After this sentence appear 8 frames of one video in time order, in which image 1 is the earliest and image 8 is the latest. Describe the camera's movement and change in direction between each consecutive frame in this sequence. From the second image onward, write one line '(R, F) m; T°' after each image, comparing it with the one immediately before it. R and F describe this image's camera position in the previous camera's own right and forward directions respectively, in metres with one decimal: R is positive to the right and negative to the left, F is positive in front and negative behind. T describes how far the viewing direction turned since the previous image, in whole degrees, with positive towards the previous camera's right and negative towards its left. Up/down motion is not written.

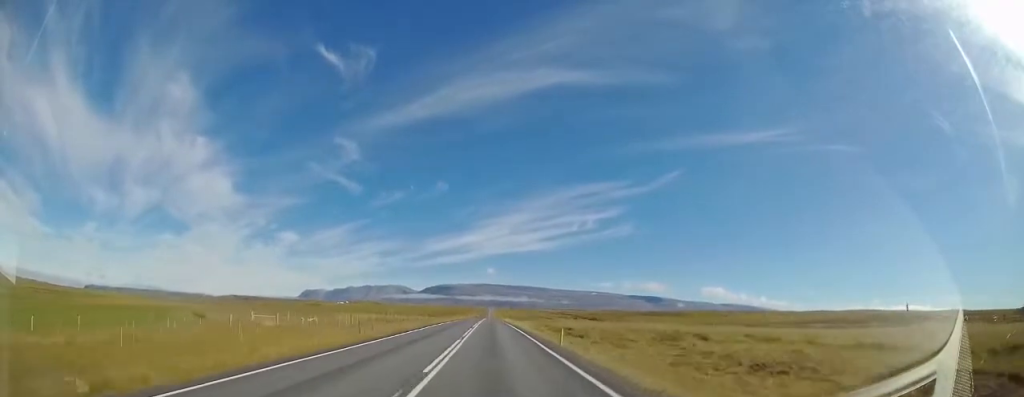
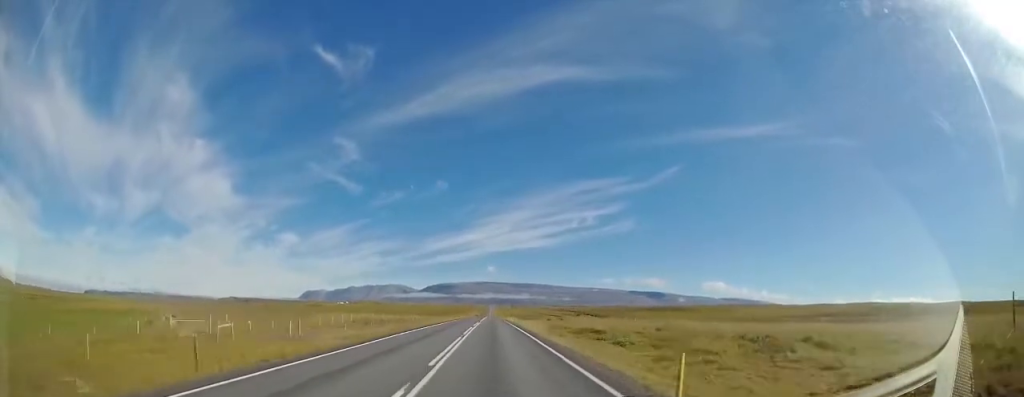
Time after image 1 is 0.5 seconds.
(+0.1, +11.5) m; 0°
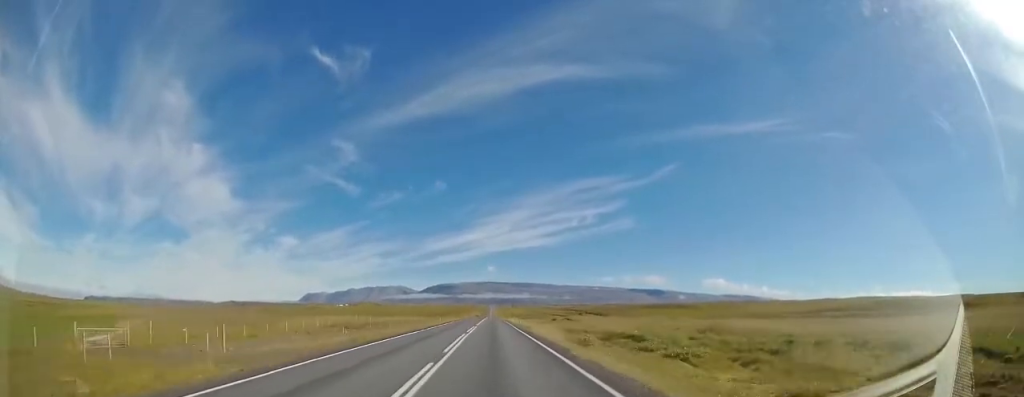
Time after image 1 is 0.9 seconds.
(+0.2, +9.2) m; 0°
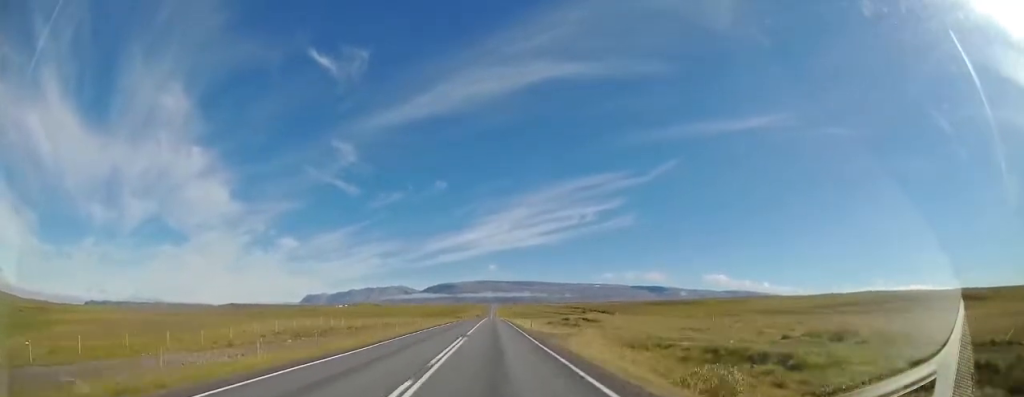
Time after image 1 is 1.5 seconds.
(-0.1, +14.5) m; -1°
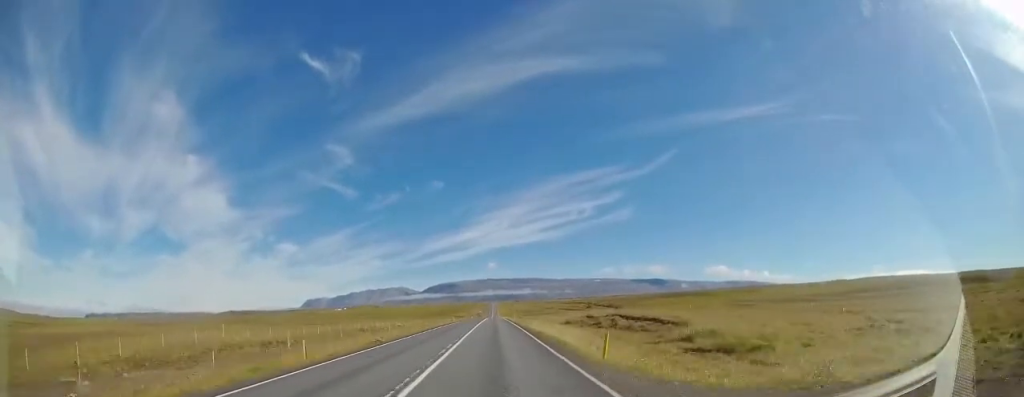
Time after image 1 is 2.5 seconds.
(-0.3, +21.3) m; -1°
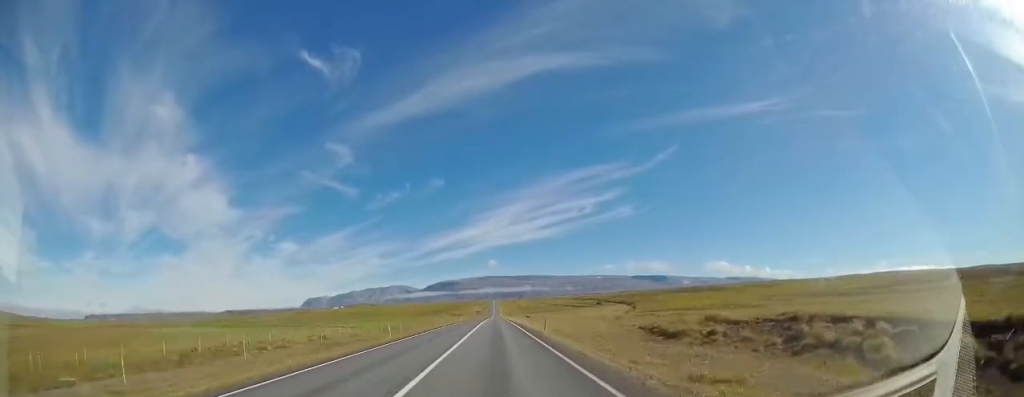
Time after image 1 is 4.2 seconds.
(-0.1, +39.7) m; -1°
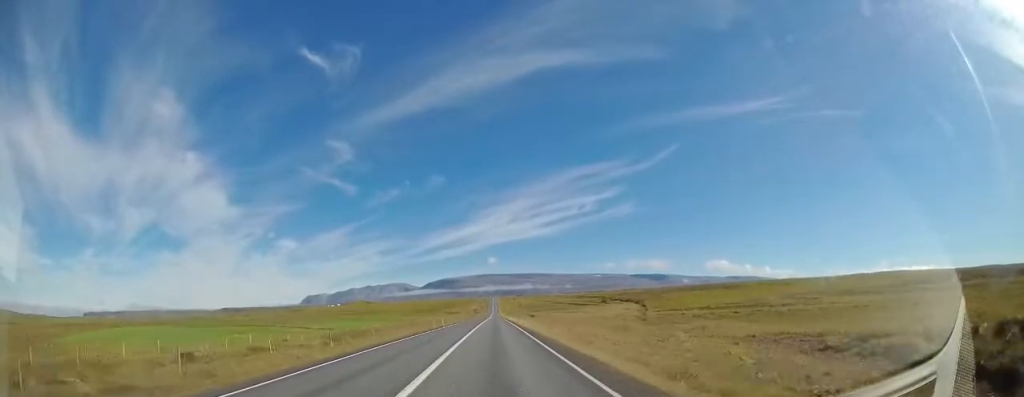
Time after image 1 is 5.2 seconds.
(-0.3, +23.8) m; +1°
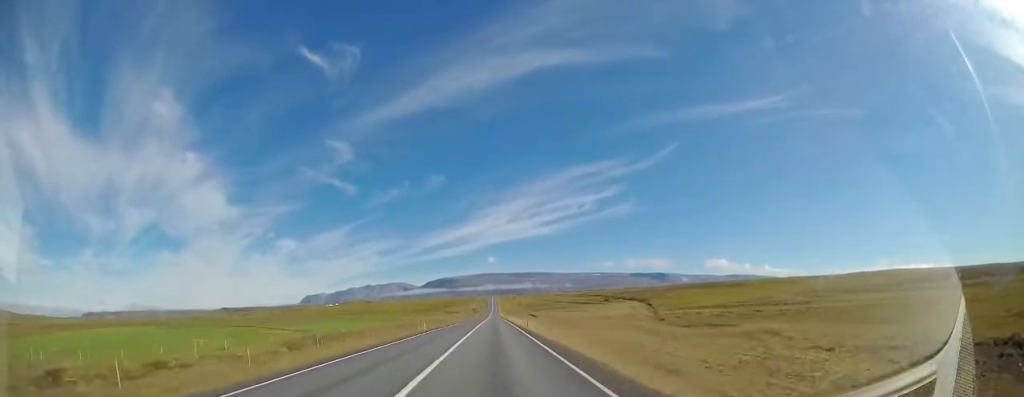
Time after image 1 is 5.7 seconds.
(+0.5, +11.5) m; +1°
